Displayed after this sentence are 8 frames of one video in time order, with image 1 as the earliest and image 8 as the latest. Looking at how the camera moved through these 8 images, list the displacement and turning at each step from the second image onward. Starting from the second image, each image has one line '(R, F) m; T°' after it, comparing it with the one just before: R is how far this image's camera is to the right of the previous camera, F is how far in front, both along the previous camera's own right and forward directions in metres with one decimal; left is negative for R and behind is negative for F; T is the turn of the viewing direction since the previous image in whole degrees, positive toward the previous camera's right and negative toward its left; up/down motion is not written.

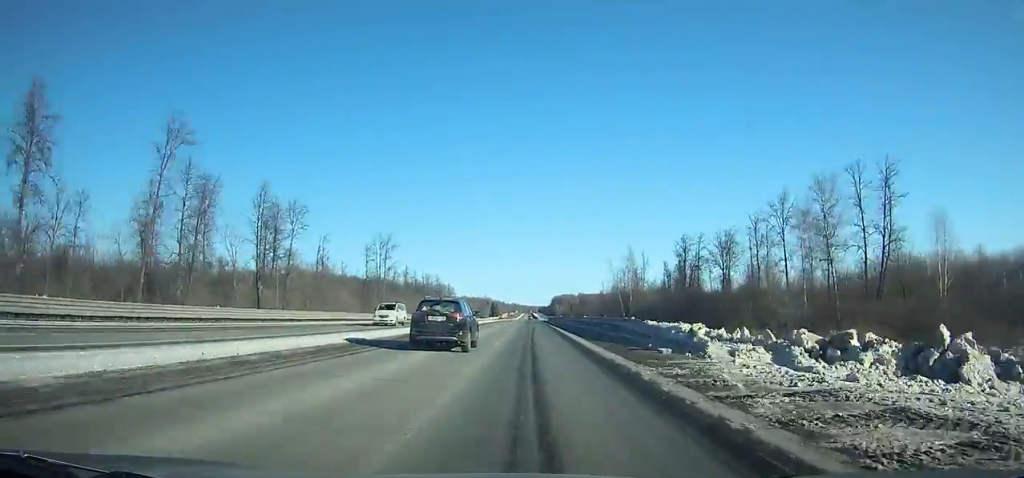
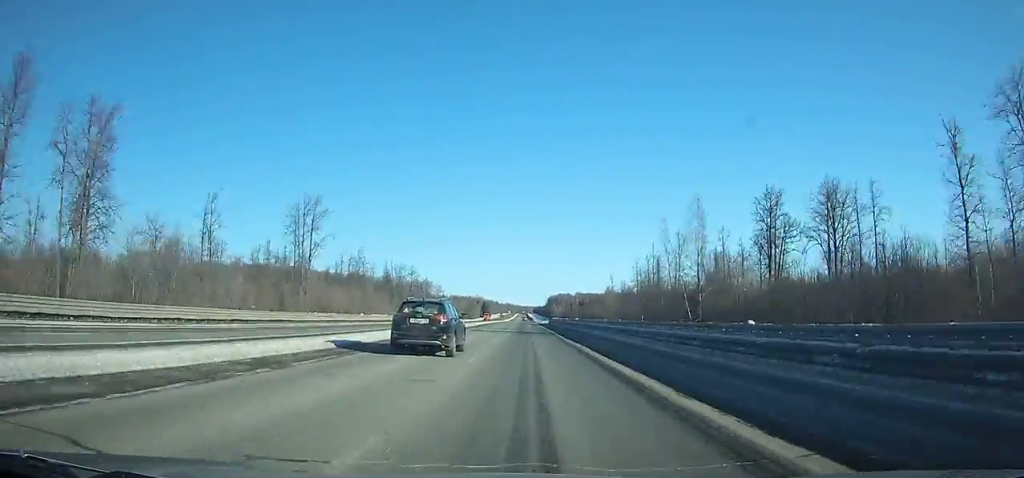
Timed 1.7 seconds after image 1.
(0.0, +47.8) m; 0°
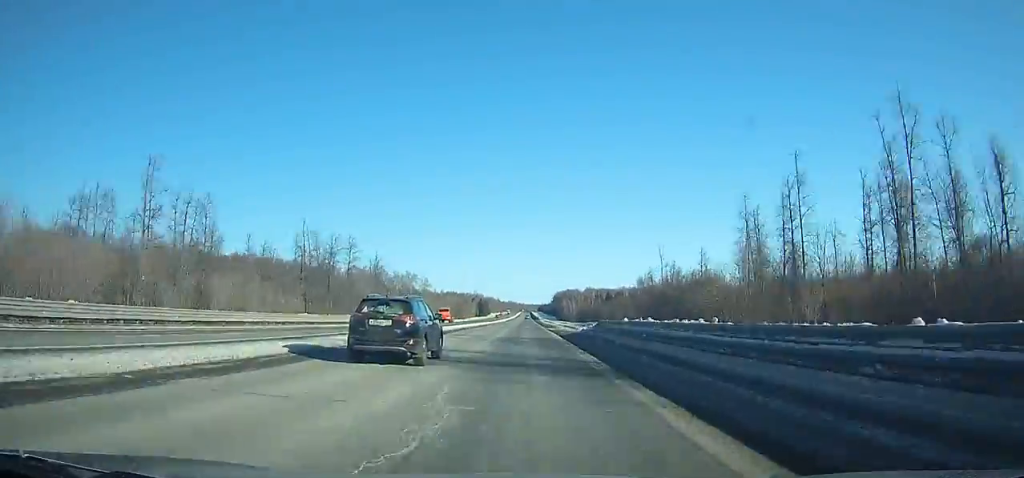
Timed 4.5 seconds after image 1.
(-0.2, +79.1) m; 0°
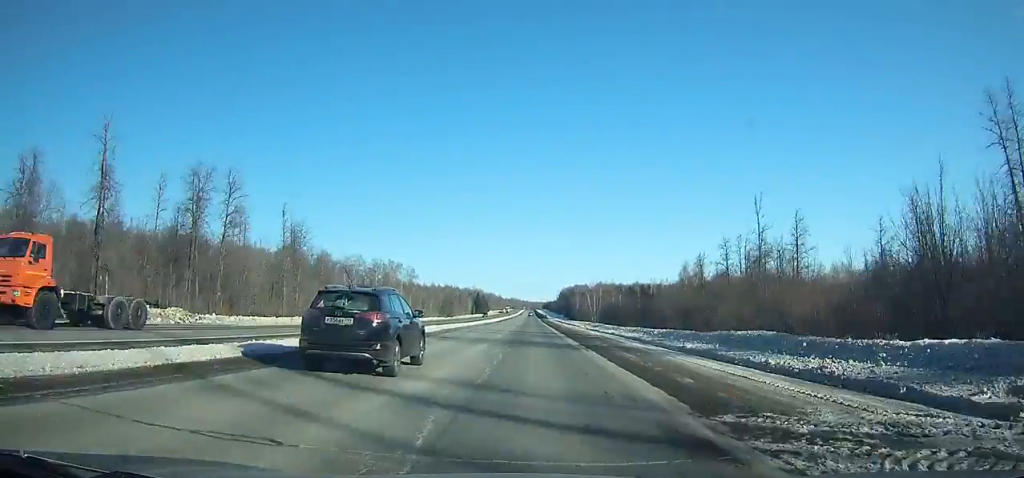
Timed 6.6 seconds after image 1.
(-0.1, +60.2) m; 0°
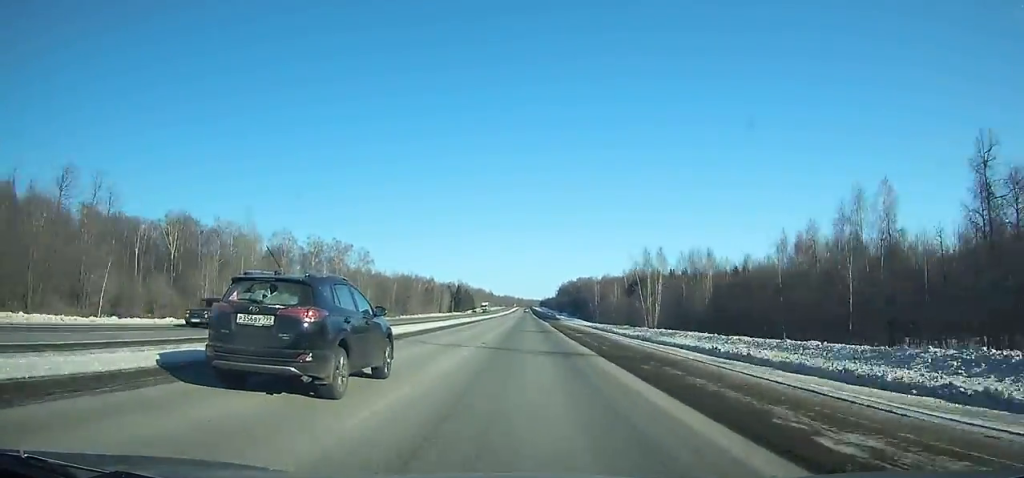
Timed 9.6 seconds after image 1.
(-0.2, +83.6) m; 0°
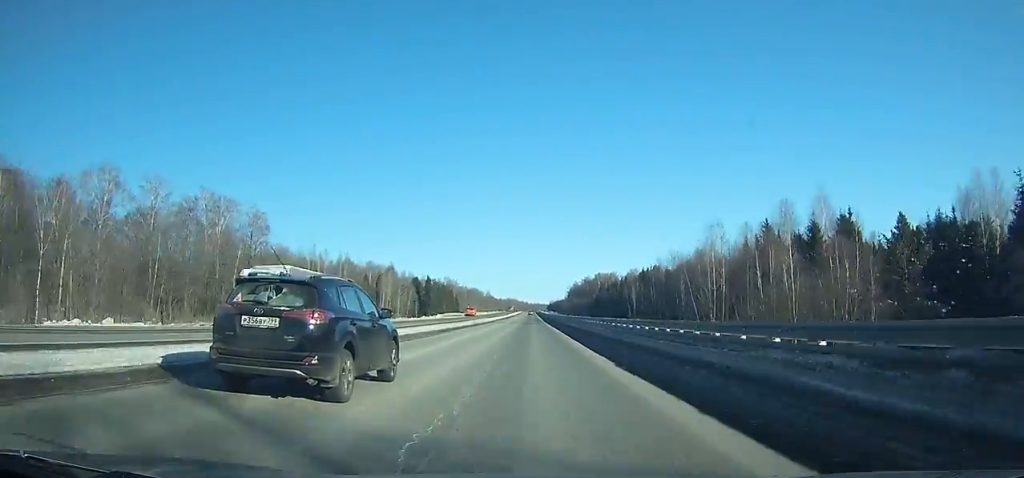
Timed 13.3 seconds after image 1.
(+0.1, +101.4) m; 0°
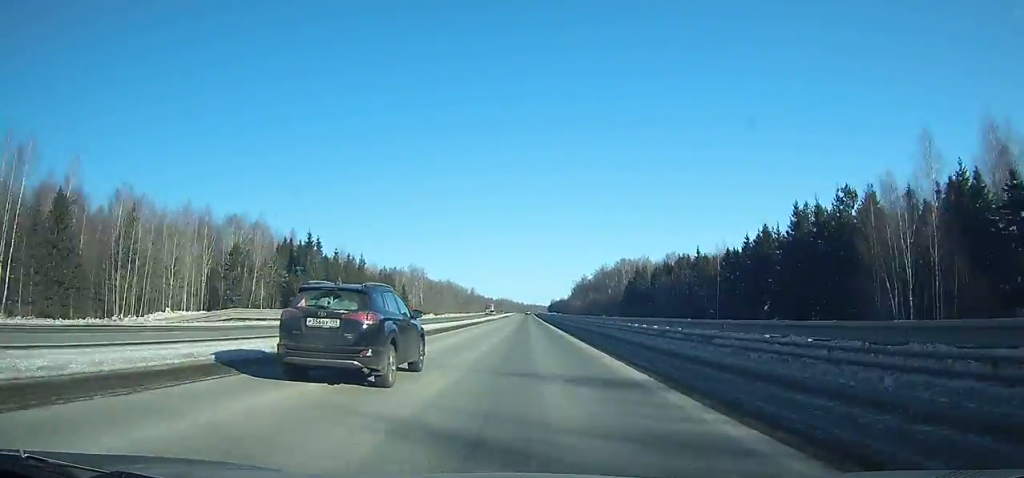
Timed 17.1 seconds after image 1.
(-0.1, +109.7) m; 0°
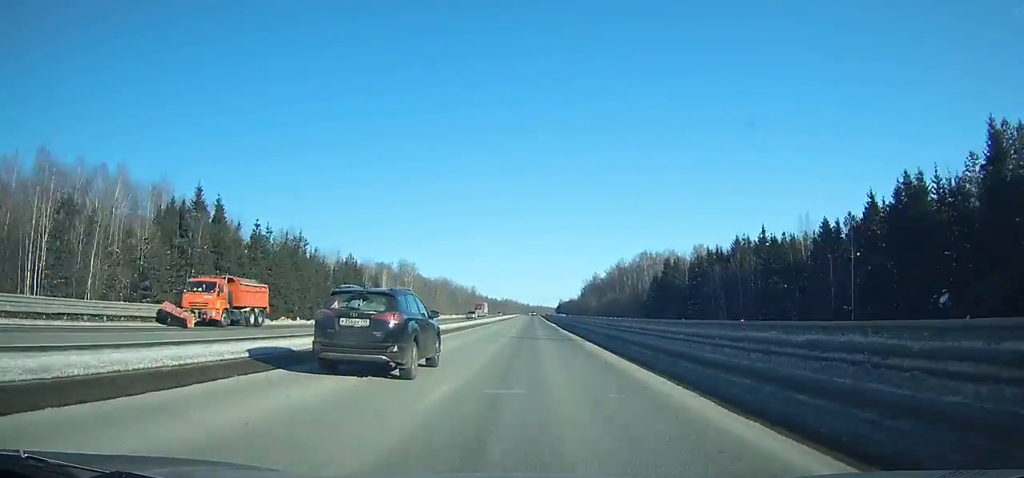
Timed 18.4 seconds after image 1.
(-0.1, +38.4) m; 0°
